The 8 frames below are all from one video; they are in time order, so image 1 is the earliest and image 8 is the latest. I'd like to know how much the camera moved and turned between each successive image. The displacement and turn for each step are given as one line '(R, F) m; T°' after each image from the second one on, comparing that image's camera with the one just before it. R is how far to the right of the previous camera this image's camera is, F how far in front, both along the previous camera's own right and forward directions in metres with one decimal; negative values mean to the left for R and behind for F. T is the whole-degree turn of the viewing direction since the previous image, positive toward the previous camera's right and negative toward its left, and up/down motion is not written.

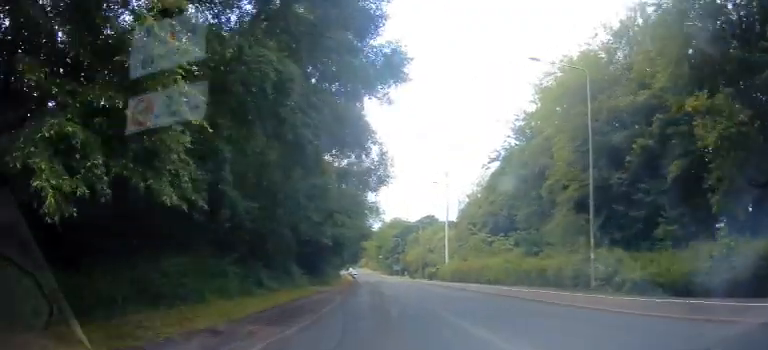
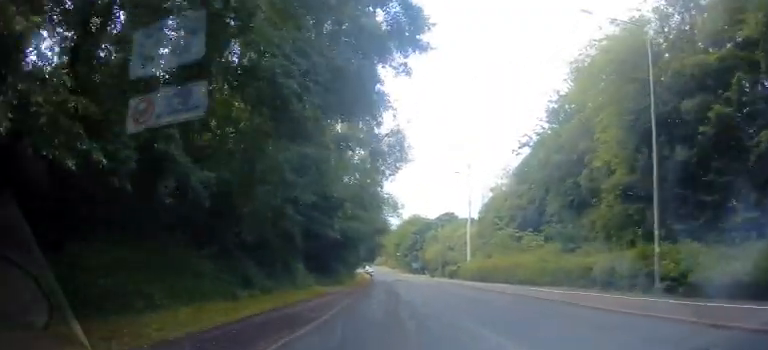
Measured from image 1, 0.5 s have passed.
(-0.3, +4.1) m; -2°
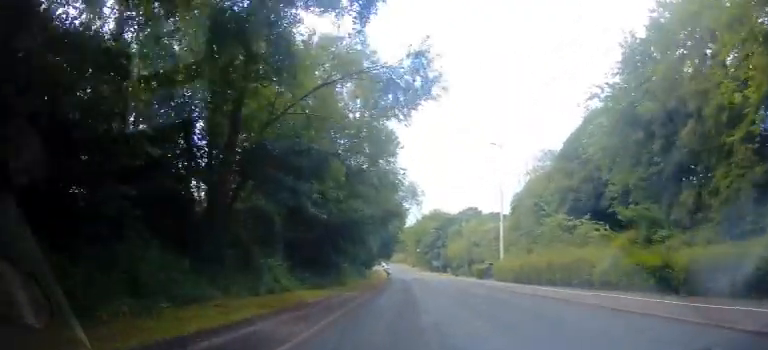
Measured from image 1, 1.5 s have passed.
(-0.4, +9.4) m; -4°
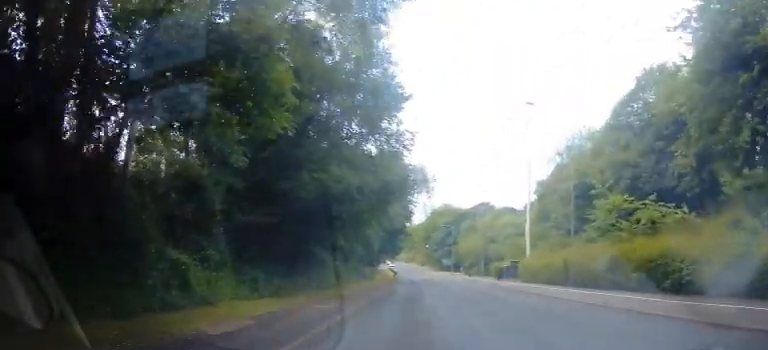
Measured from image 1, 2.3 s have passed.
(-0.2, +8.3) m; -2°
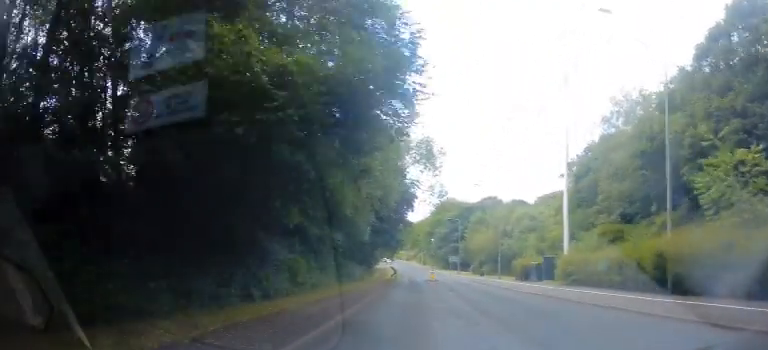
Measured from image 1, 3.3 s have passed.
(-0.2, +10.4) m; +1°
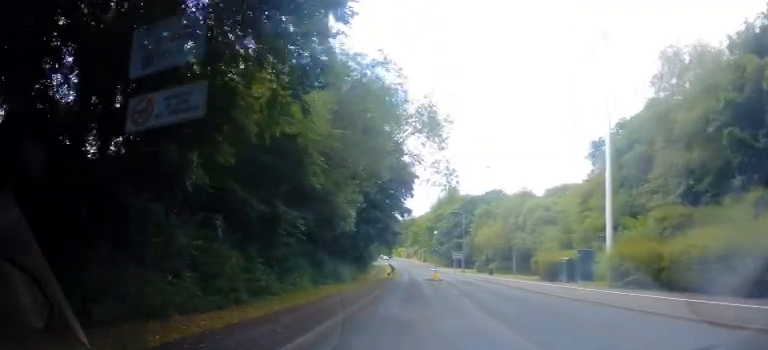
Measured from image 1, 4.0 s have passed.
(+0.2, +7.7) m; +1°
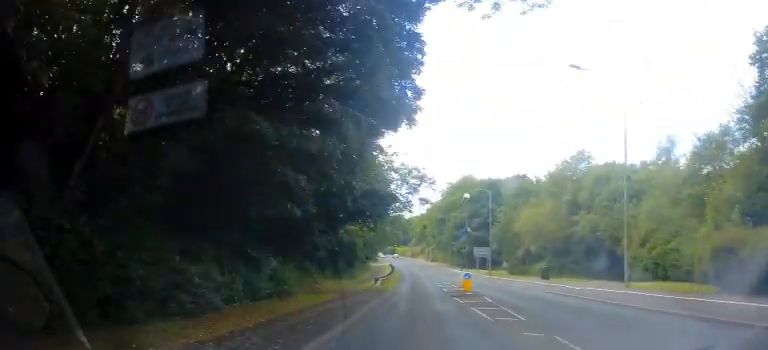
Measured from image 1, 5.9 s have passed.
(-1.0, +22.0) m; -3°
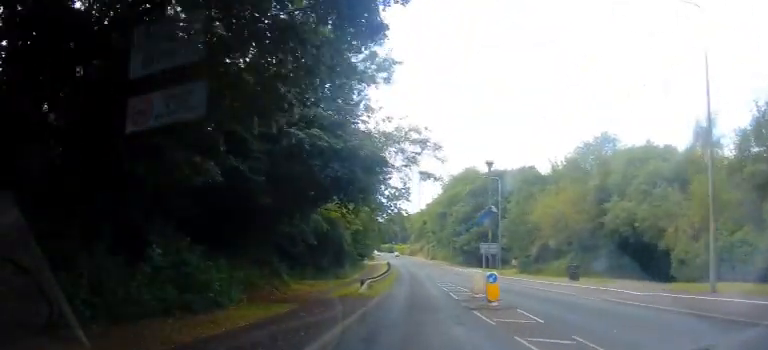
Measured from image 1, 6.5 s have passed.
(+0.3, +7.3) m; 0°
